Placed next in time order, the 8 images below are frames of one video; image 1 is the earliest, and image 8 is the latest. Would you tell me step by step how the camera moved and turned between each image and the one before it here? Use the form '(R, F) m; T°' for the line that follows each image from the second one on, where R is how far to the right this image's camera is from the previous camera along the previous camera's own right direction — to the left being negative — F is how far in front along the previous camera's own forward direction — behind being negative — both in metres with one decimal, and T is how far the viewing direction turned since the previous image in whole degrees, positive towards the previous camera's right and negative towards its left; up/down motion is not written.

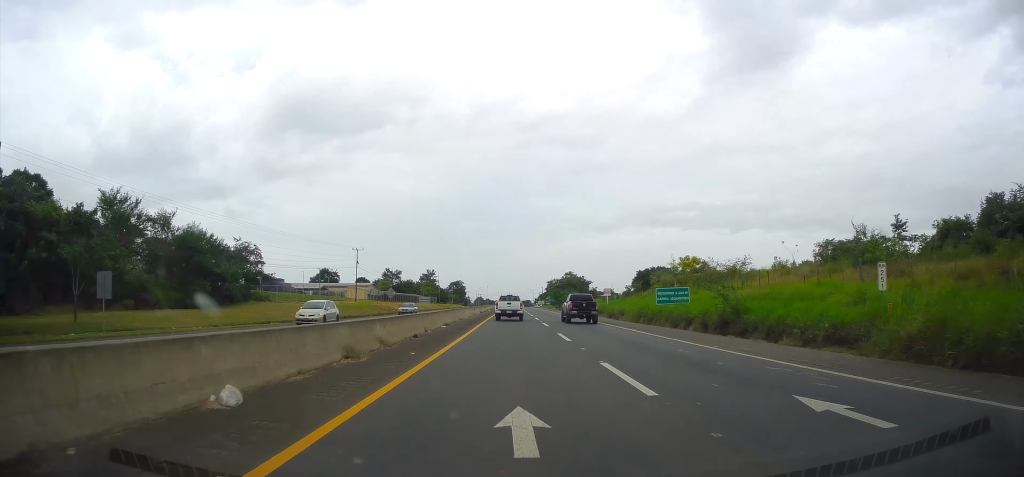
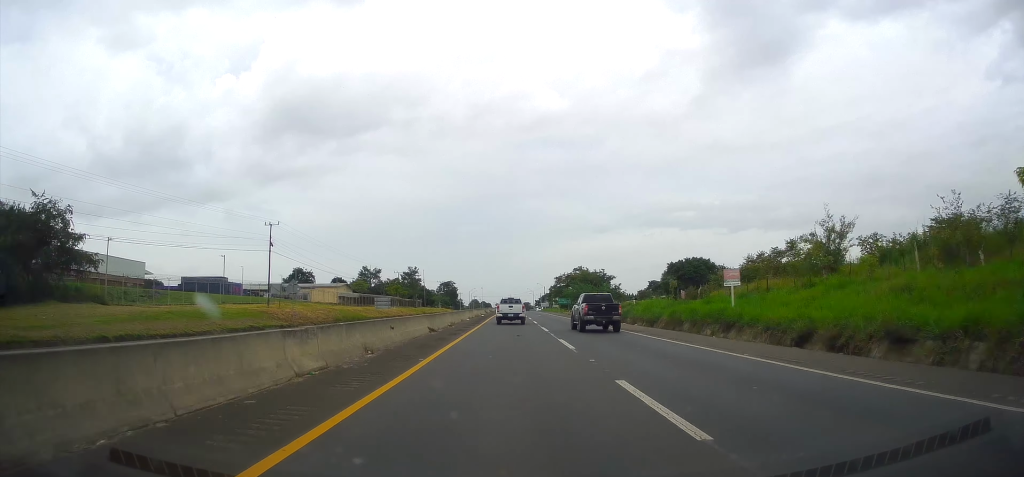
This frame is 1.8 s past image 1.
(+0.1, +39.0) m; 0°
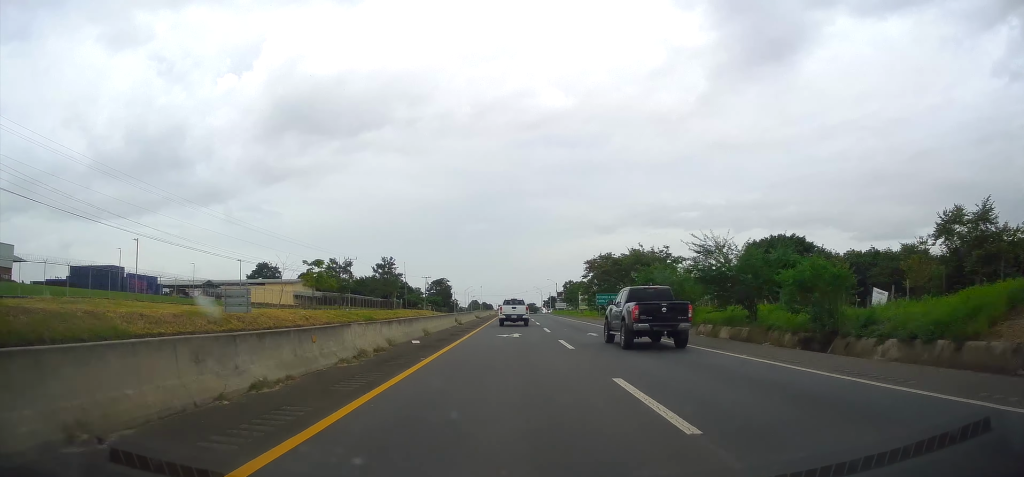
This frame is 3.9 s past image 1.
(+0.1, +47.8) m; 0°
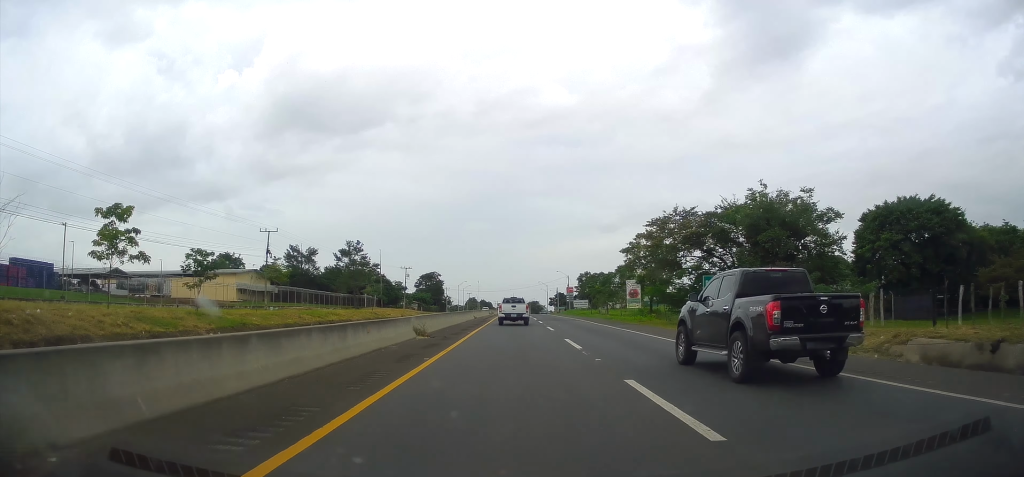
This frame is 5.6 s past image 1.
(0.0, +36.4) m; -1°
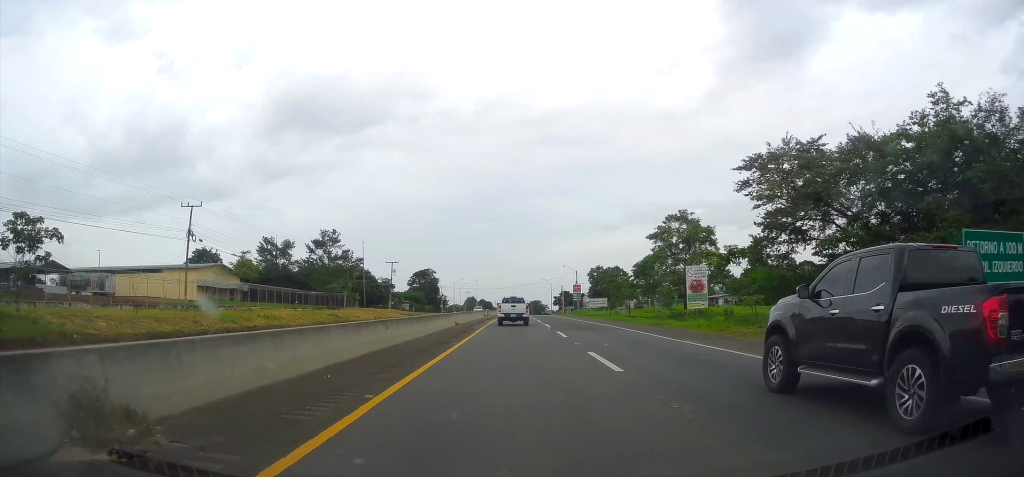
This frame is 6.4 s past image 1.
(-0.1, +18.1) m; 0°
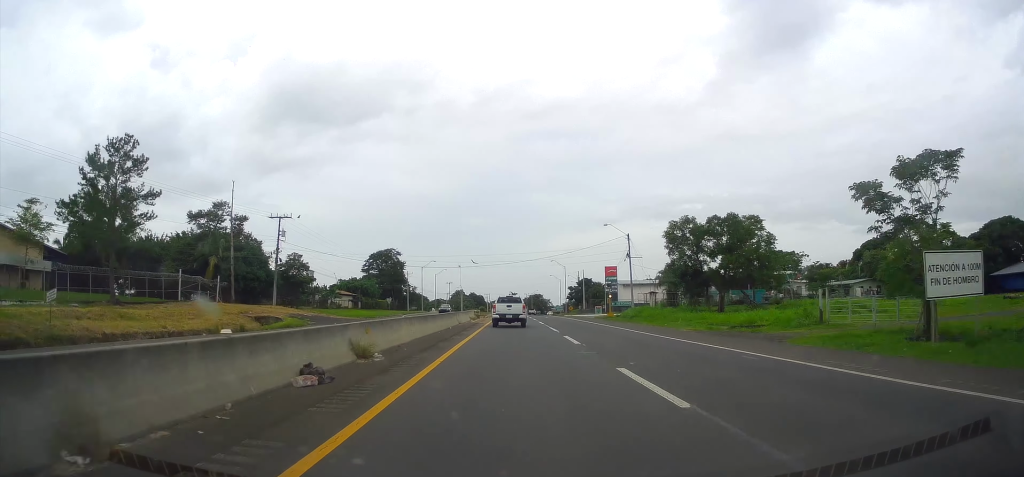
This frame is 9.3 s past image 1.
(-0.1, +62.9) m; +1°
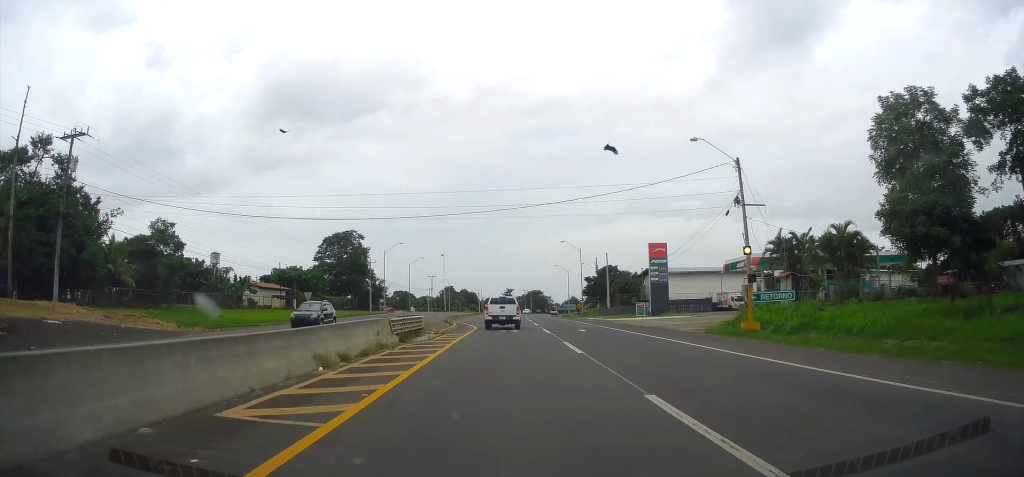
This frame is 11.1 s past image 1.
(+0.7, +37.5) m; 0°
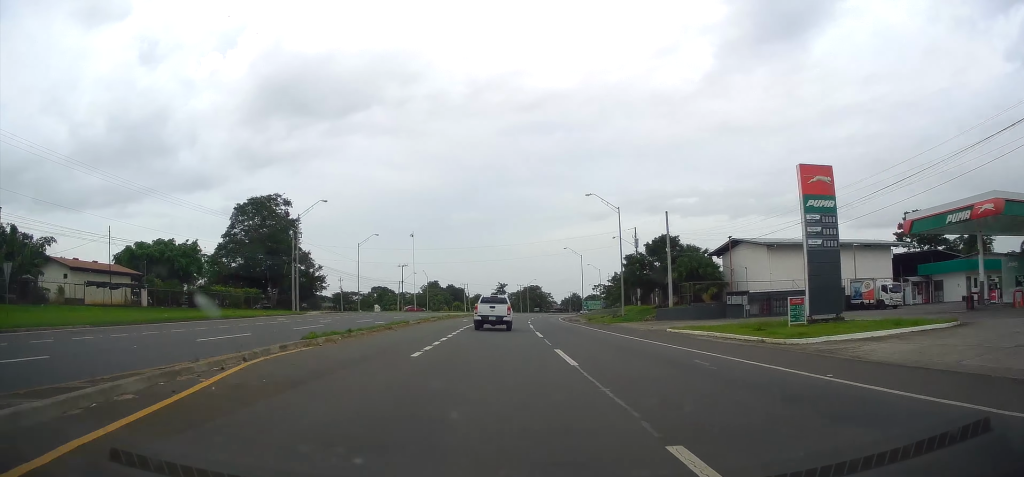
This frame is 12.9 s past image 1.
(-0.4, +39.2) m; 0°
